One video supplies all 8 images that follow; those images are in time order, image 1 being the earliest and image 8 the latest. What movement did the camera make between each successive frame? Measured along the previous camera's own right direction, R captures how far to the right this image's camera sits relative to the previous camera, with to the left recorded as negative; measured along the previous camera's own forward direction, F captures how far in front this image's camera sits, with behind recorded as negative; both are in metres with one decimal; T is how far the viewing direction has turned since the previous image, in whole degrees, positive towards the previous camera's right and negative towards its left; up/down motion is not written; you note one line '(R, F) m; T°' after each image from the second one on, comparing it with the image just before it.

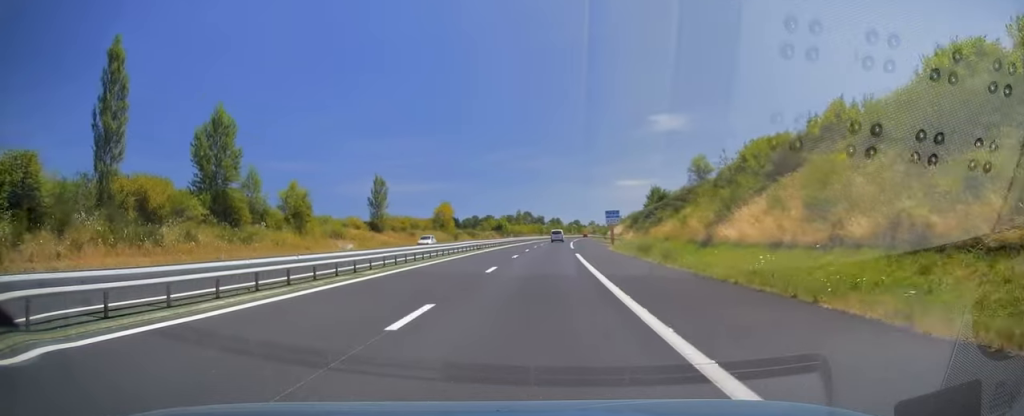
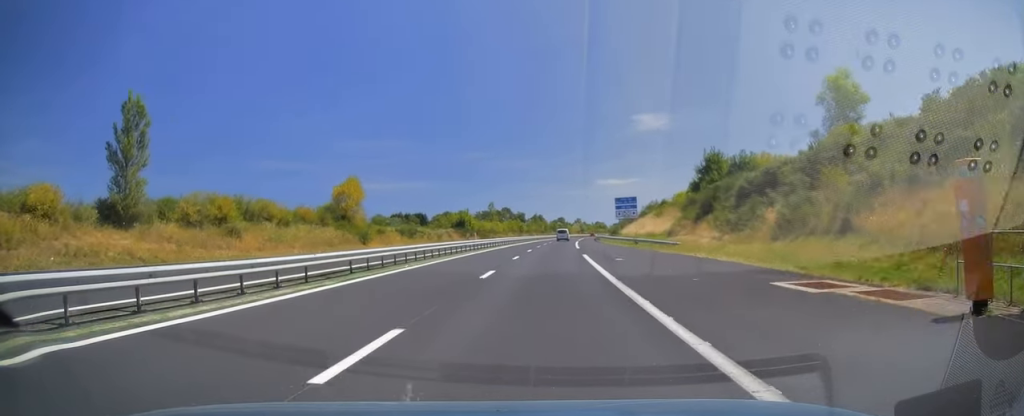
(+0.8, +54.9) m; +2°
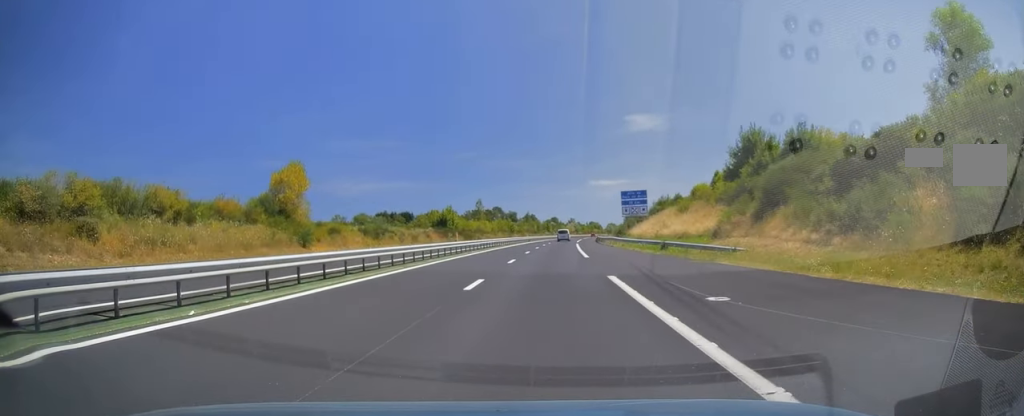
(+0.2, +16.7) m; +1°
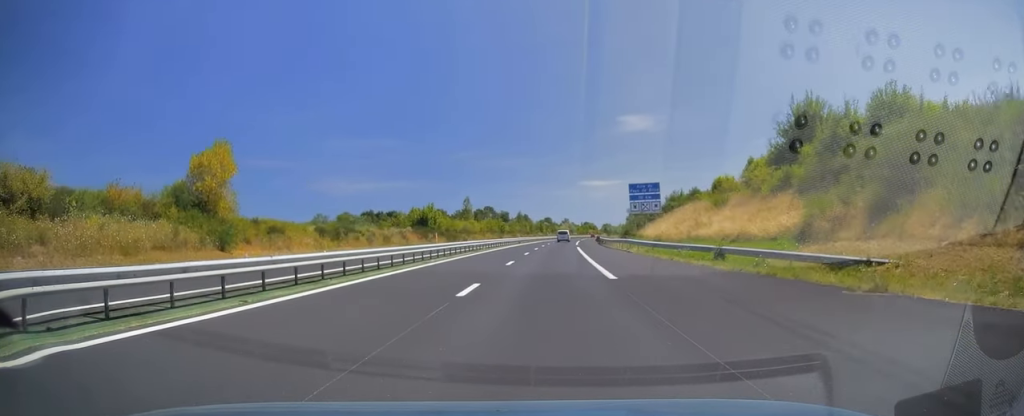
(+0.1, +14.2) m; +1°
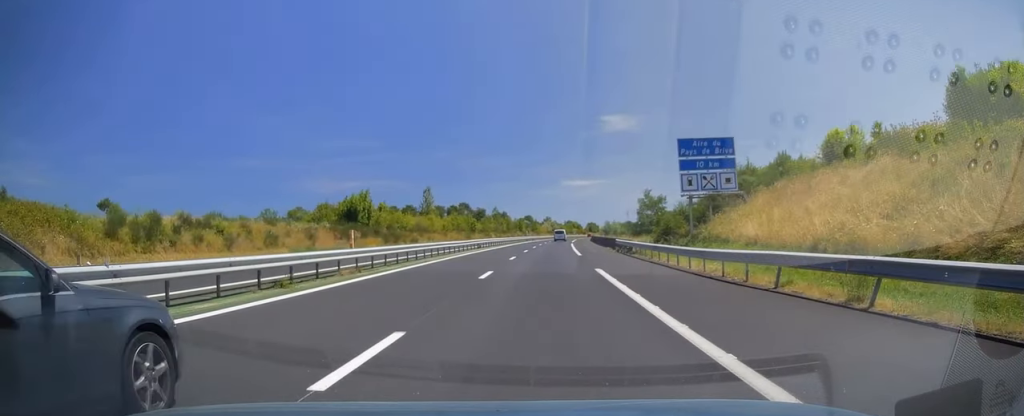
(+0.5, +33.9) m; +2°
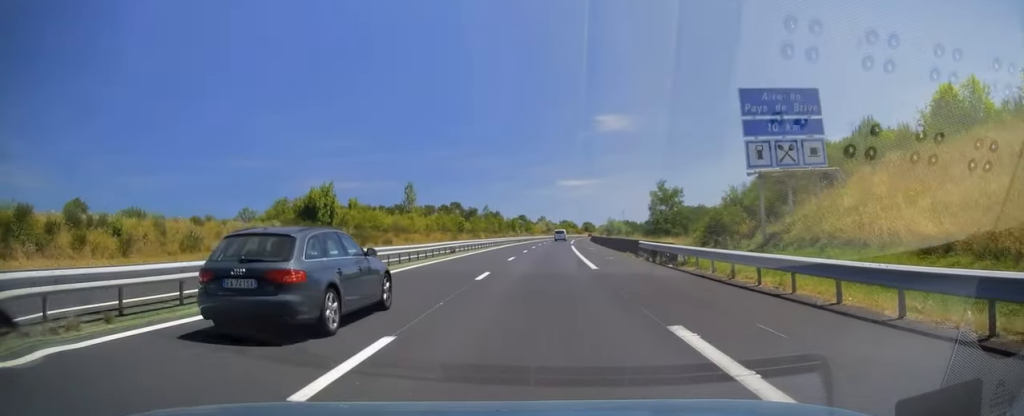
(+0.2, +13.3) m; 0°
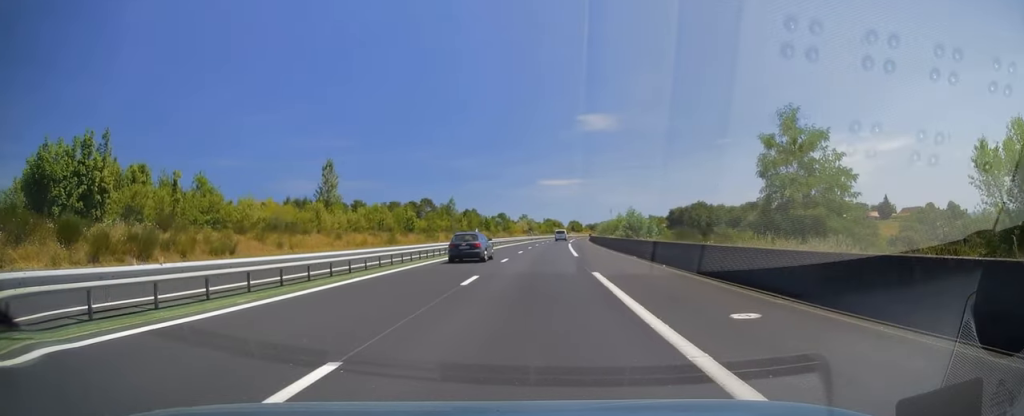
(+0.3, +40.5) m; 0°
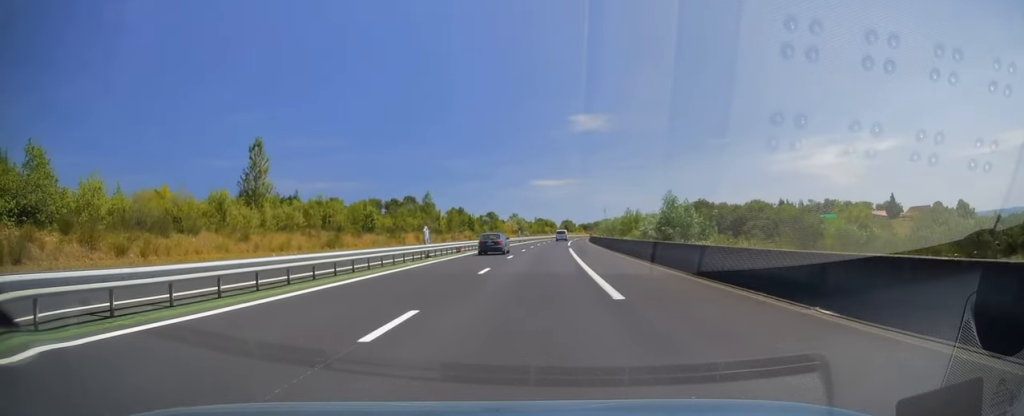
(0.0, +21.2) m; +1°
